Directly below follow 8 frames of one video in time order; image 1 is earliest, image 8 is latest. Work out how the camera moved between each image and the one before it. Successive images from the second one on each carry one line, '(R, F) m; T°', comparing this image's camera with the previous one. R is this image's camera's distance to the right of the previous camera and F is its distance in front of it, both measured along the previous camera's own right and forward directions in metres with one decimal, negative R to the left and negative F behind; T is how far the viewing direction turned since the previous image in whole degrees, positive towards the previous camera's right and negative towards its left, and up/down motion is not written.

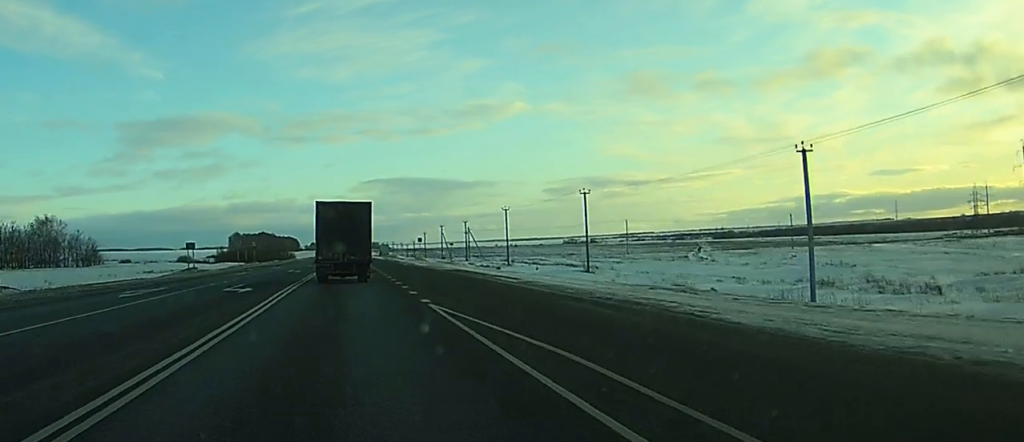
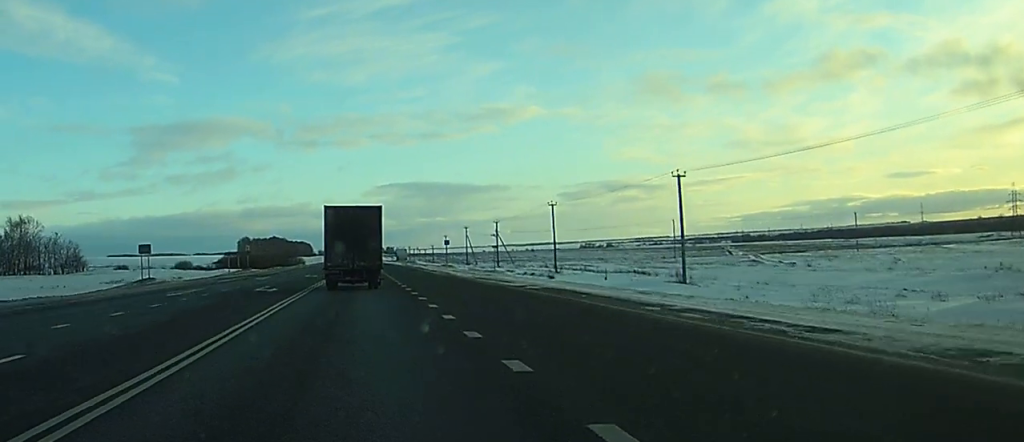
(0.0, +24.2) m; 0°
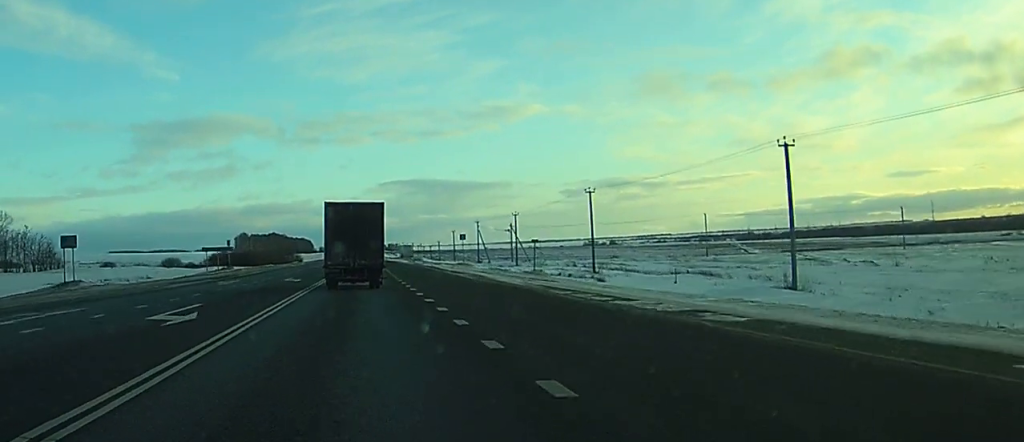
(-0.1, +17.8) m; 0°
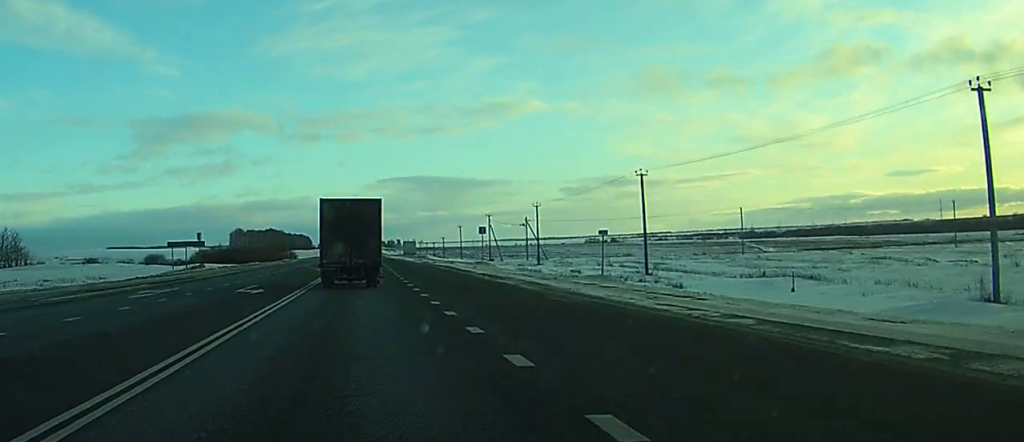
(-0.1, +17.8) m; 0°
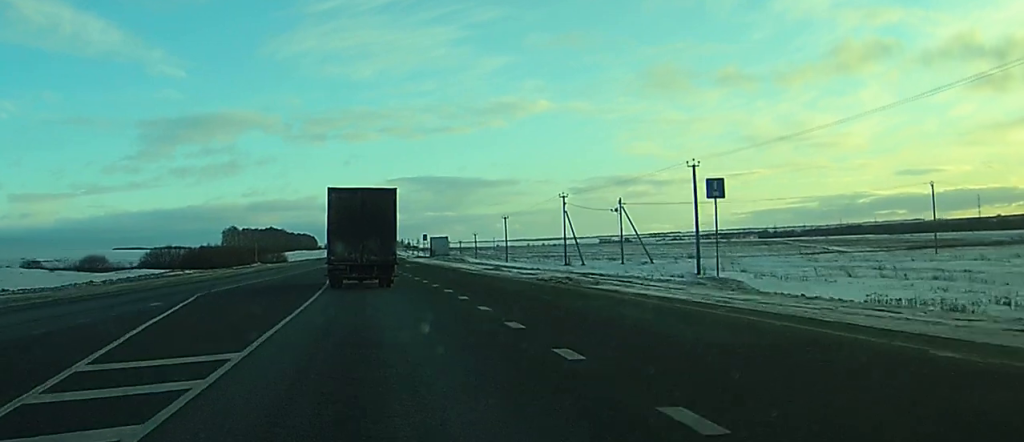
(-0.4, +55.7) m; -1°
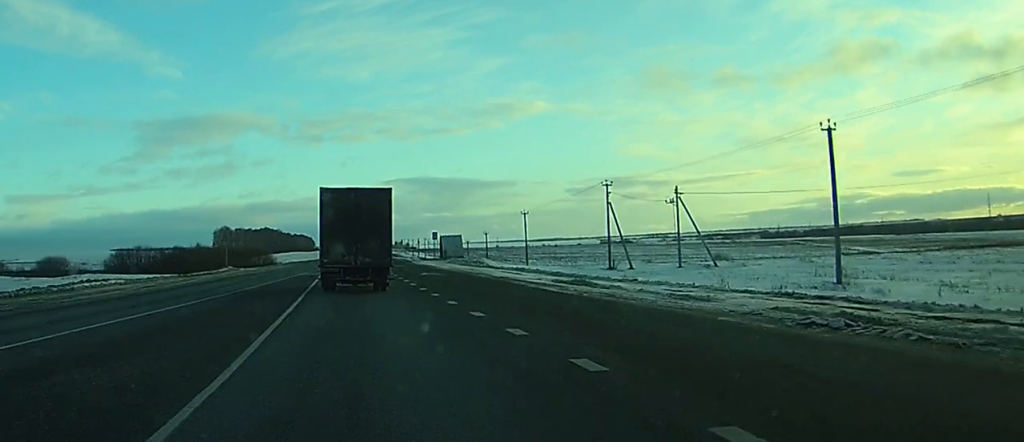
(0.0, +20.8) m; 0°
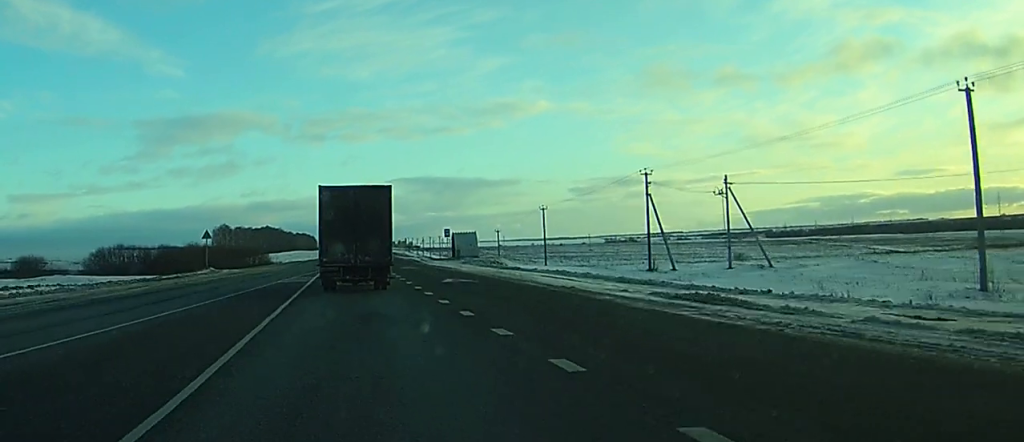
(0.0, +11.9) m; 0°
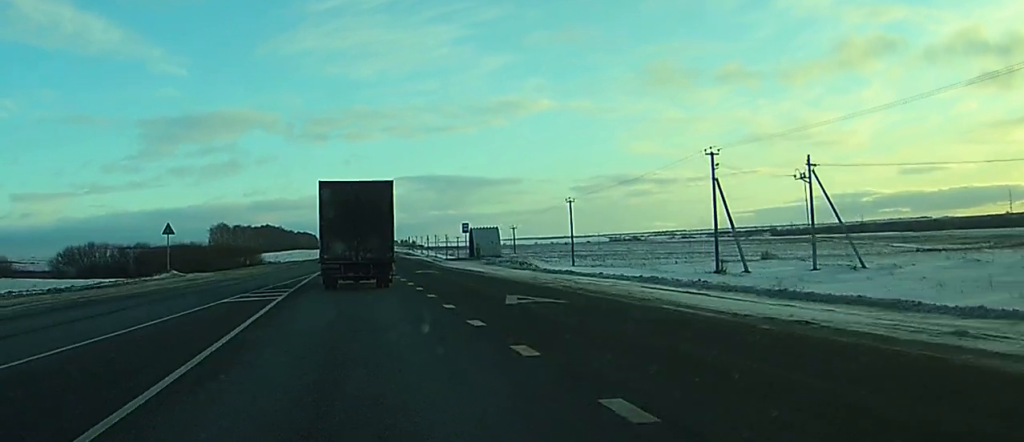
(0.0, +14.9) m; 0°
